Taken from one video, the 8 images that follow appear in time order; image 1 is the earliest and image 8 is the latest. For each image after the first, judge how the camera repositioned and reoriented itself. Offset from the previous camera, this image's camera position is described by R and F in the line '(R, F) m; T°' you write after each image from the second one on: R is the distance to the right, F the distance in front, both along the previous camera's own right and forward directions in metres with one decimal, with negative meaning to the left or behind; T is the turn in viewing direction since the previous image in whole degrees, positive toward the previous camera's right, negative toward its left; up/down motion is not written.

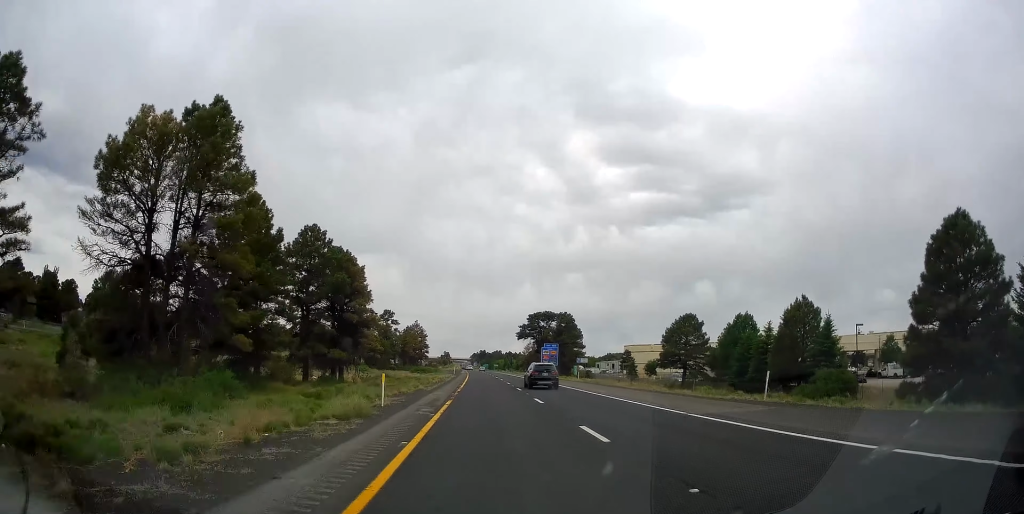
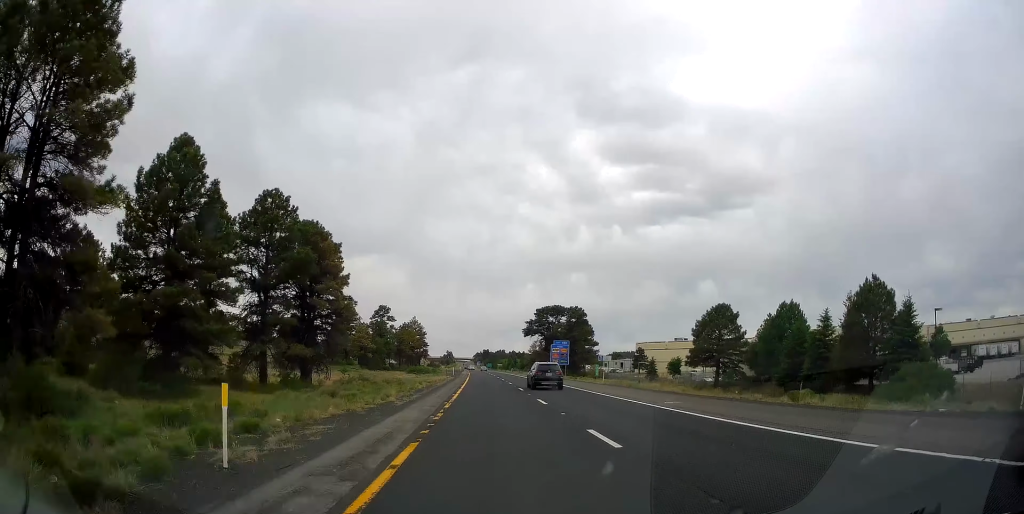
(-0.1, +13.0) m; 0°
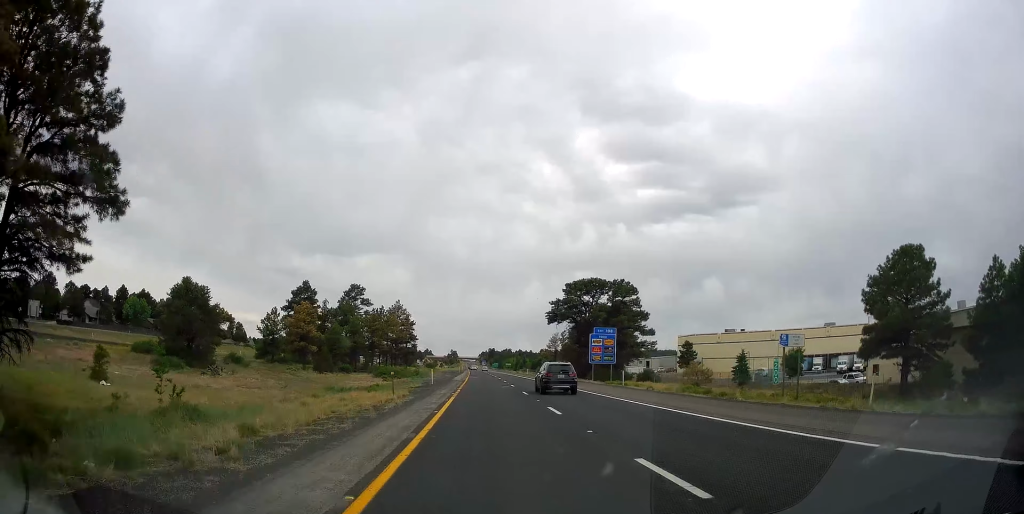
(0.0, +41.1) m; 0°
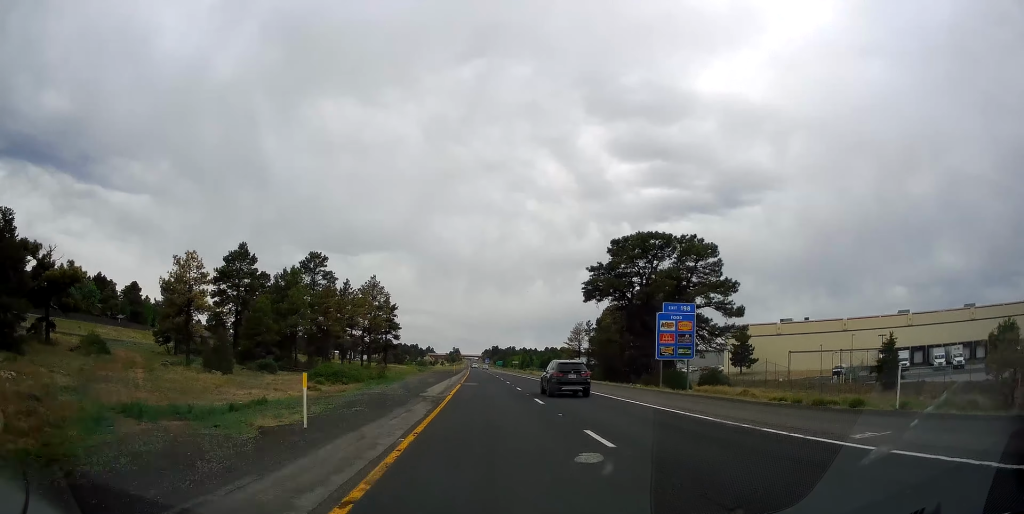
(-0.3, +32.1) m; -1°
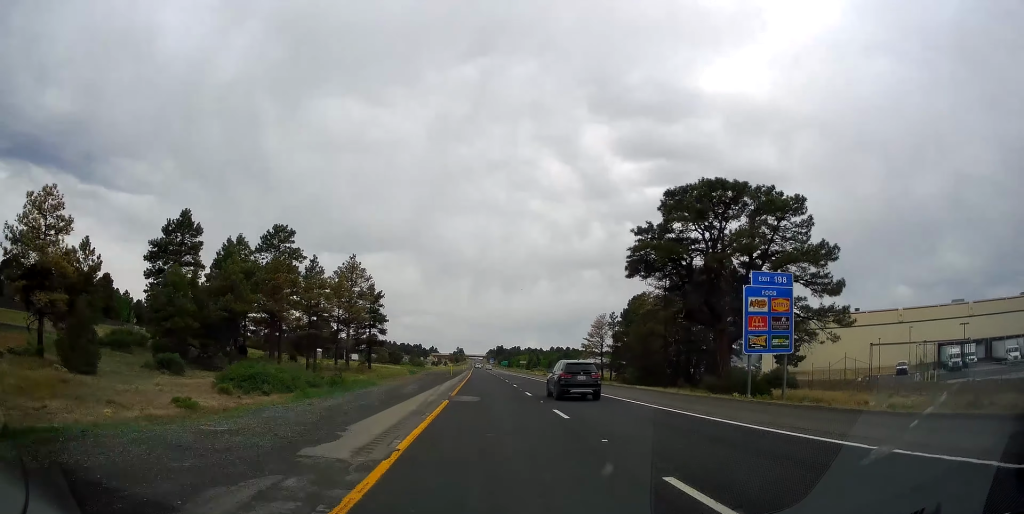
(-0.2, +18.1) m; 0°
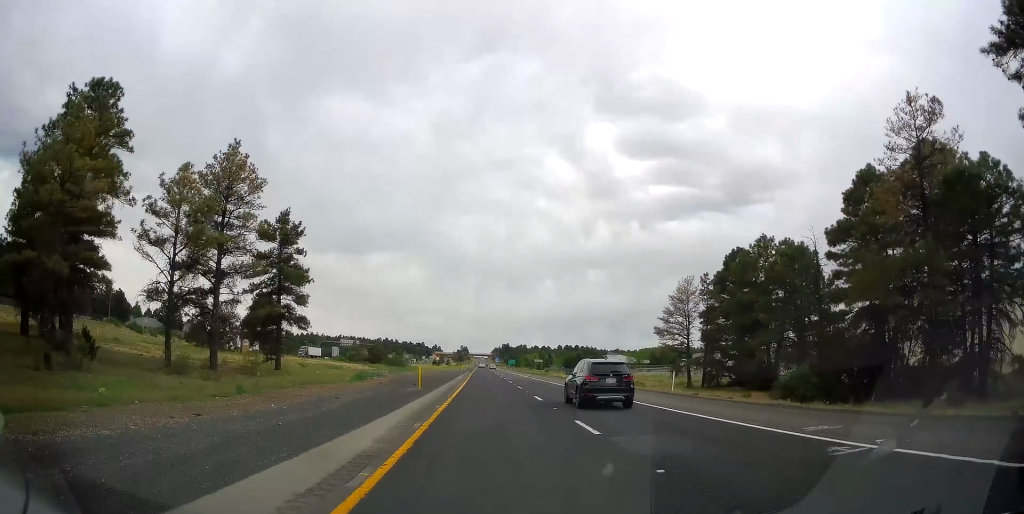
(+0.4, +40.6) m; 0°
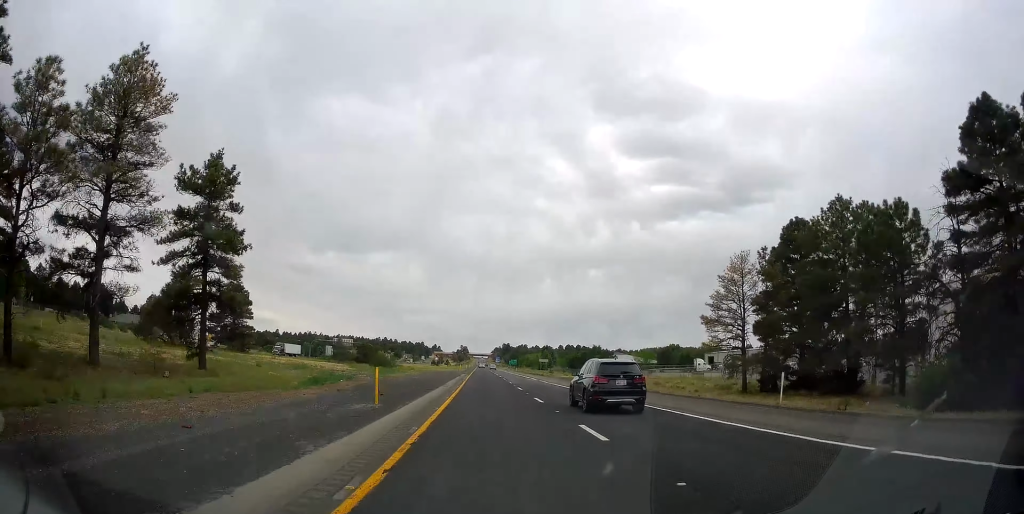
(-0.1, +13.2) m; 0°
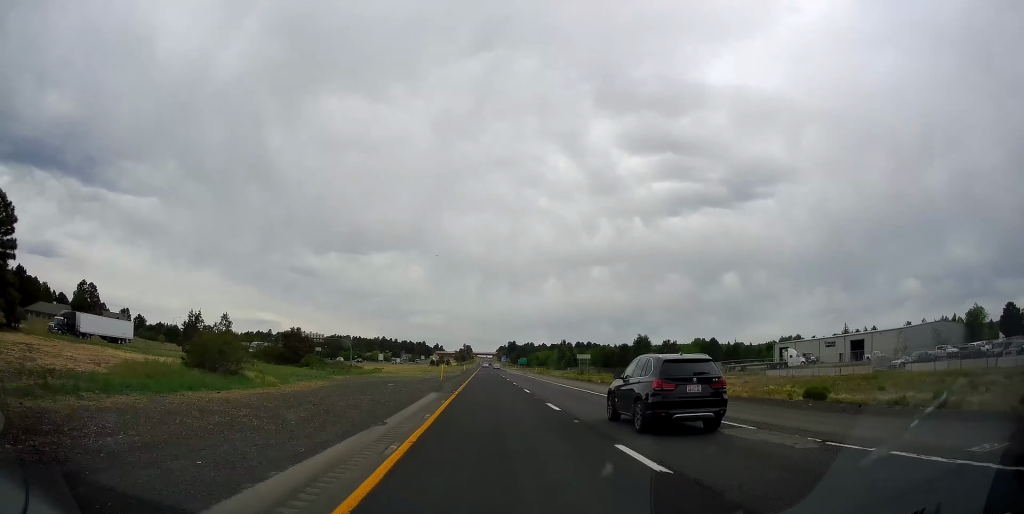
(-0.8, +52.7) m; -1°
